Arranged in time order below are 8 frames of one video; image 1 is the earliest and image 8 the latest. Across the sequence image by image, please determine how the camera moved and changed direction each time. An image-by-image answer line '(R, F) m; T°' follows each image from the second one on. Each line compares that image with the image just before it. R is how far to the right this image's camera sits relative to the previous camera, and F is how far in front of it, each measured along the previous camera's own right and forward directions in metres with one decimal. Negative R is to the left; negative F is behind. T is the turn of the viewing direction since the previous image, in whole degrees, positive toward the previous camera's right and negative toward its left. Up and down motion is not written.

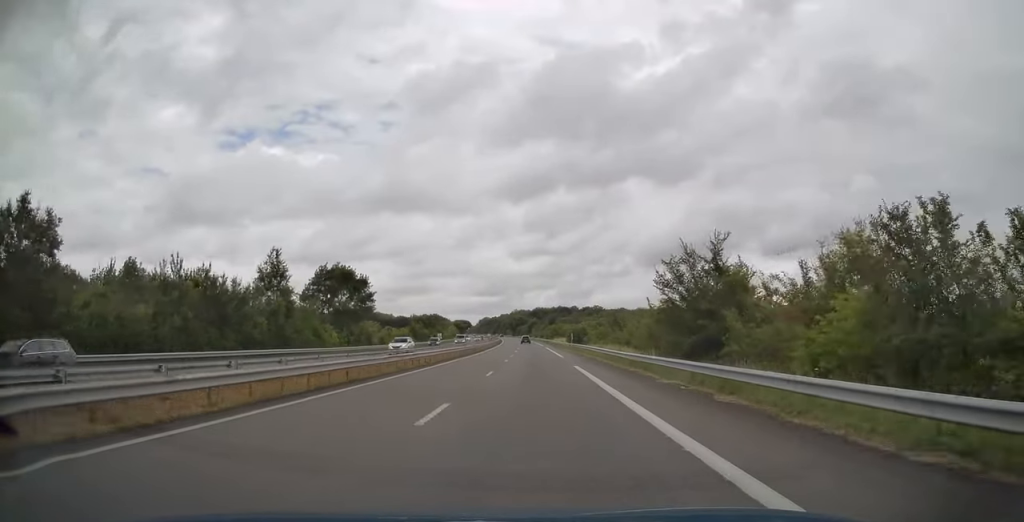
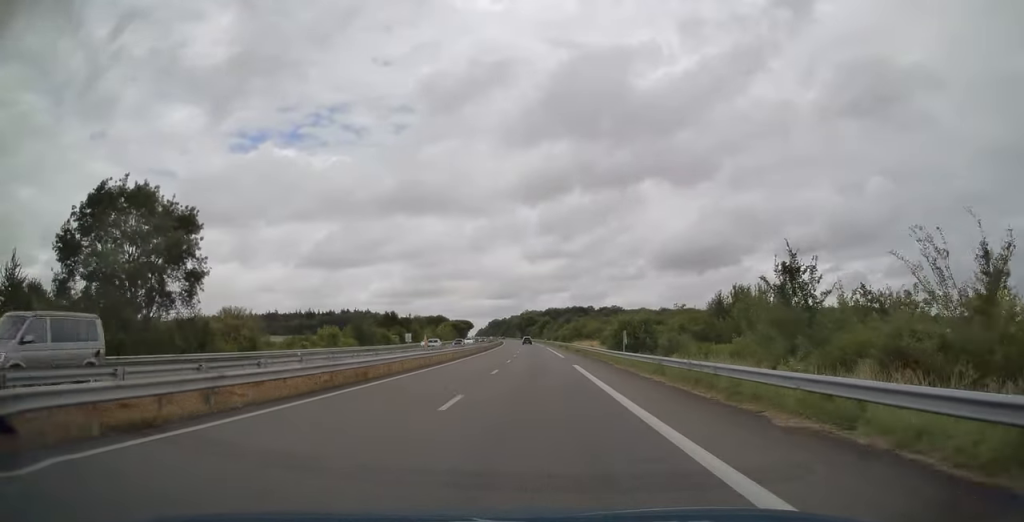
(-0.6, +50.0) m; -1°
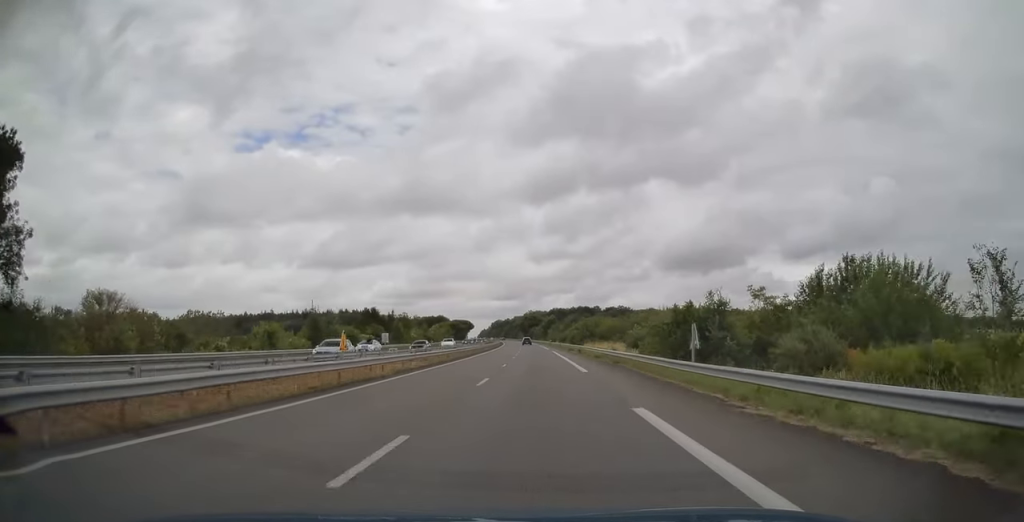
(0.0, +19.3) m; 0°
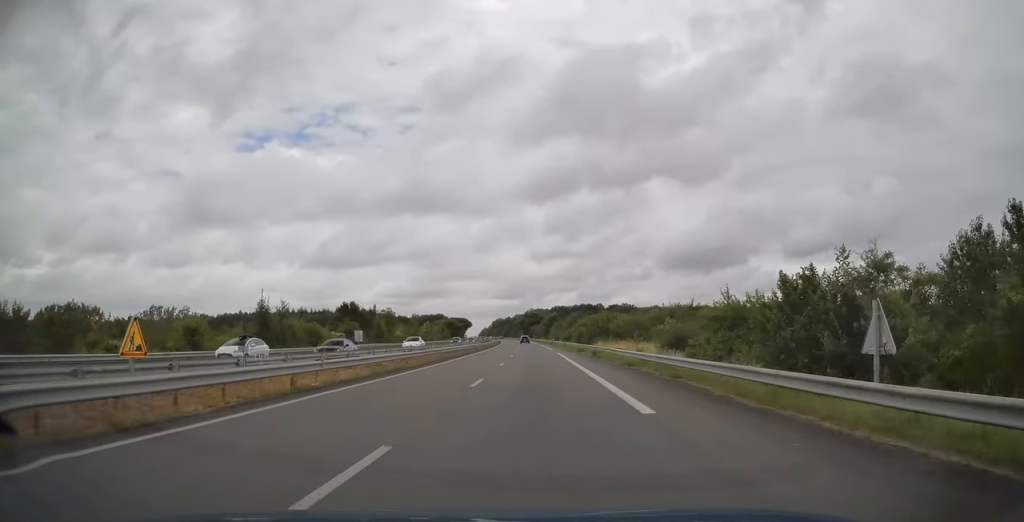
(0.0, +14.2) m; 0°
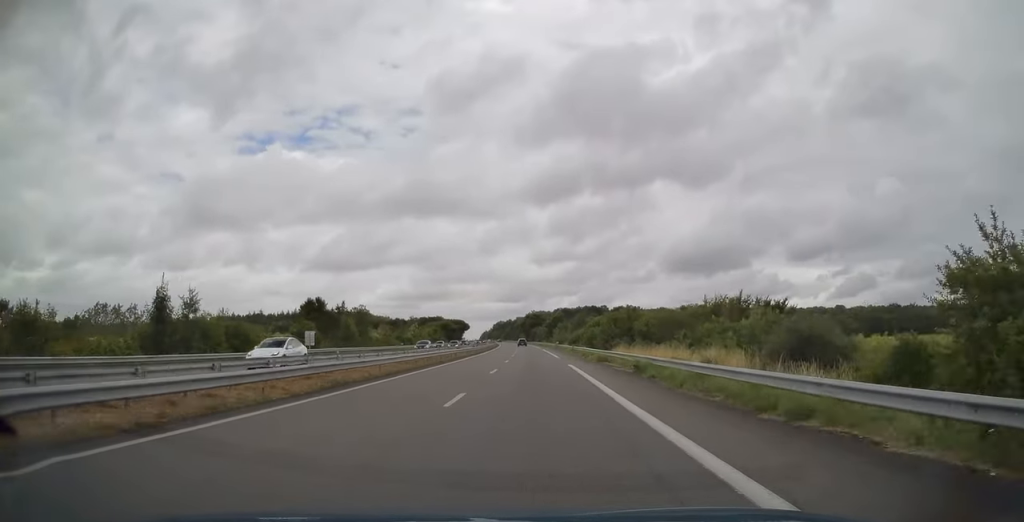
(-0.1, +17.6) m; 0°
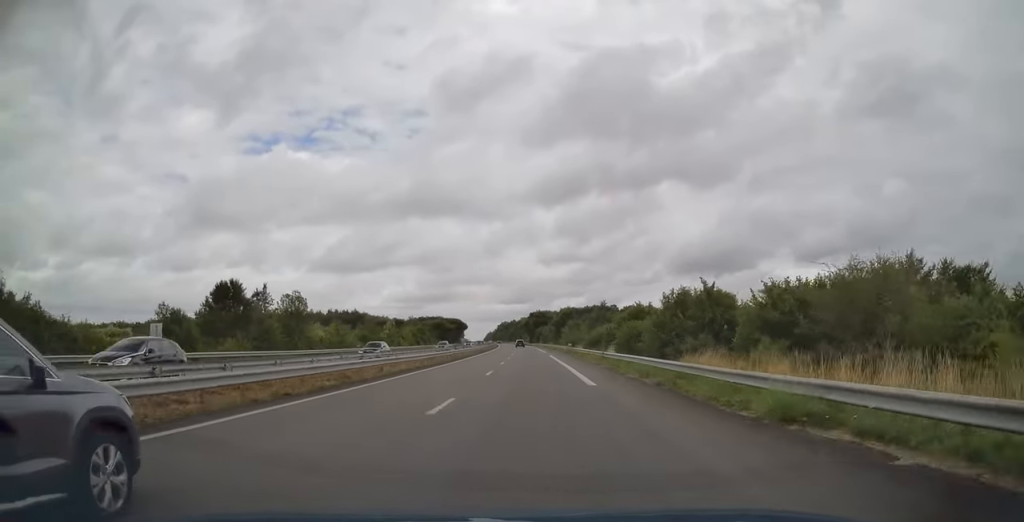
(-0.1, +27.3) m; -1°
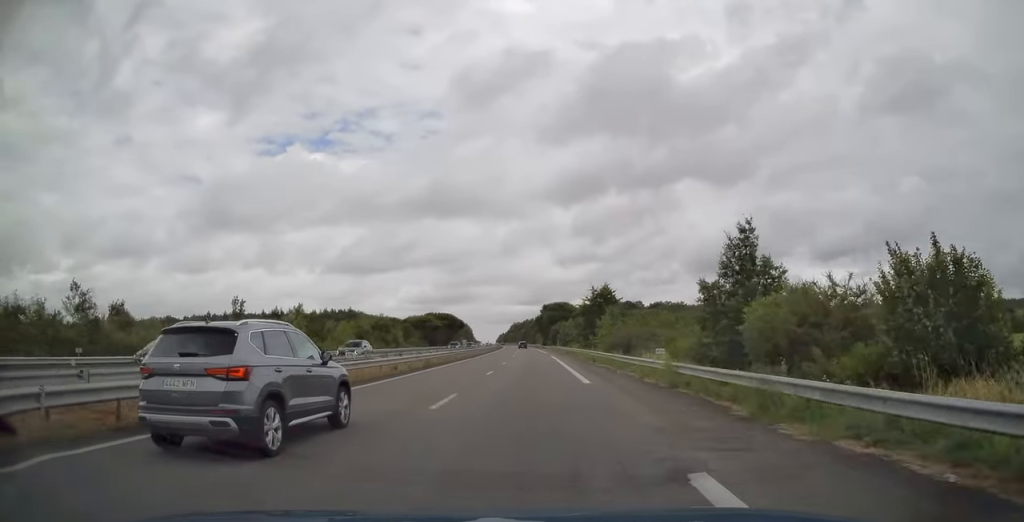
(-0.5, +51.2) m; -1°
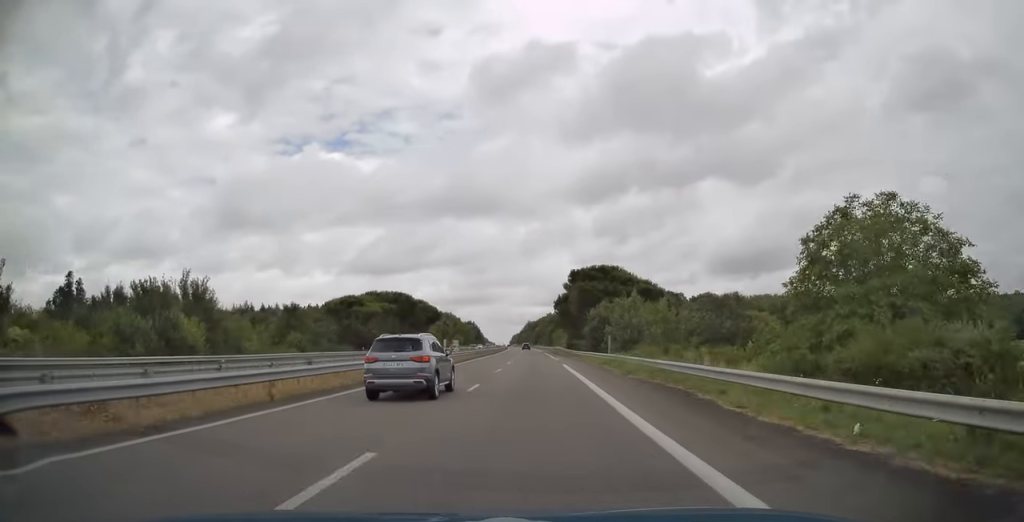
(-1.1, +74.0) m; -2°
